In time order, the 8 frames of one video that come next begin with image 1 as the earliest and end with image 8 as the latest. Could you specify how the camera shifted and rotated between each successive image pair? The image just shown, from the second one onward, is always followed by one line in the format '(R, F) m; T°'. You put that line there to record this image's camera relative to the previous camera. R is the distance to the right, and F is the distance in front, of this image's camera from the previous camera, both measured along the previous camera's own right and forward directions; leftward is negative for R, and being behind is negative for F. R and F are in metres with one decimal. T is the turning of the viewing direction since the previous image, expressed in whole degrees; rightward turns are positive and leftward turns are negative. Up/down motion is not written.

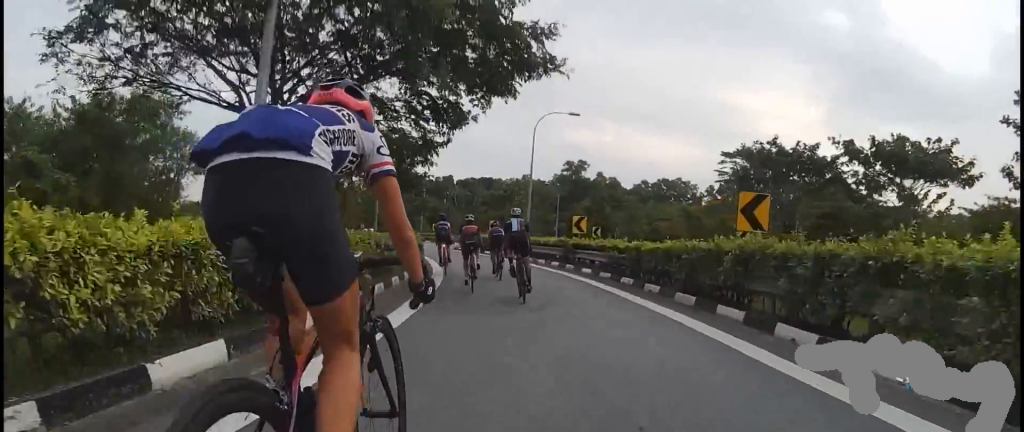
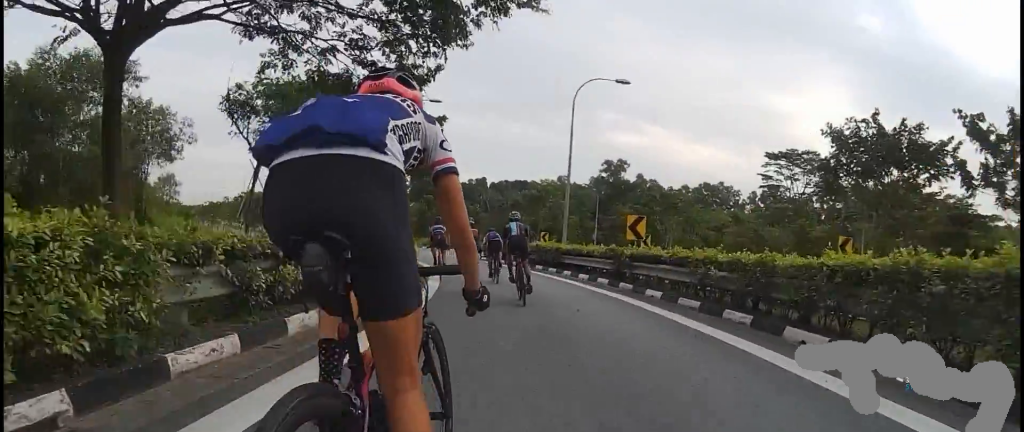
(-0.6, +5.9) m; -5°
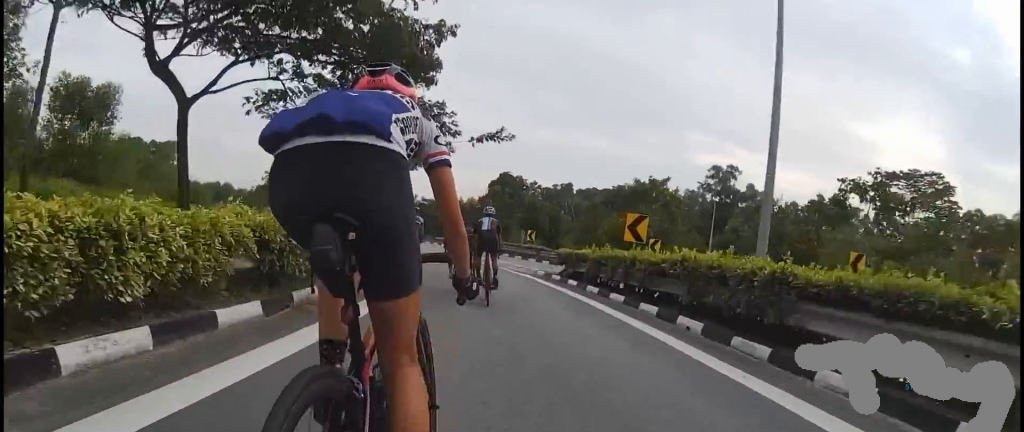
(-0.6, +14.9) m; -3°
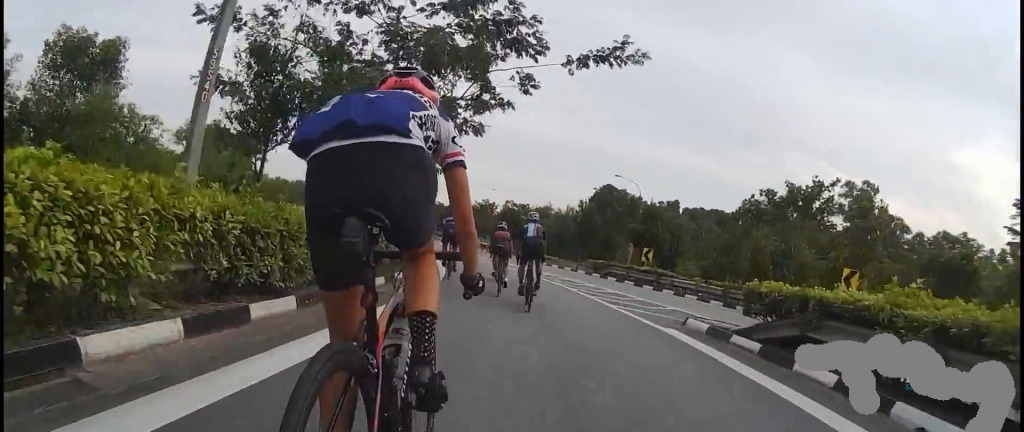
(-0.1, +10.4) m; -4°
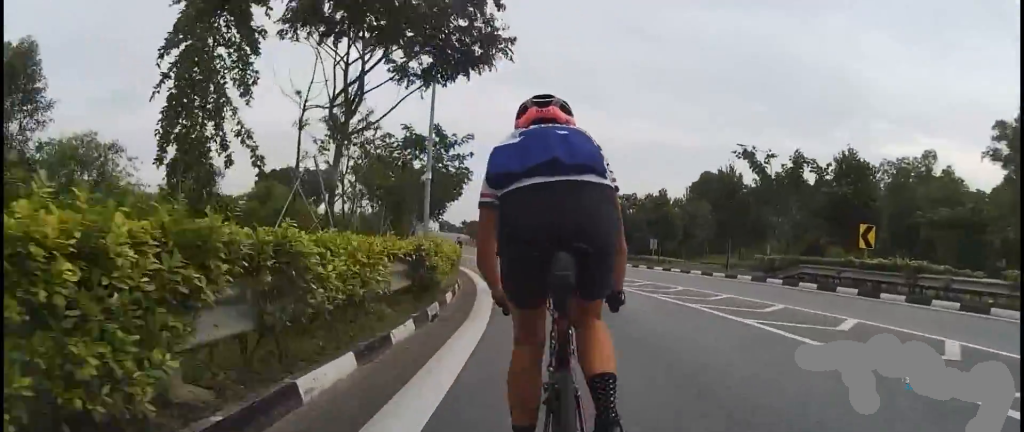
(-1.1, +13.1) m; -10°
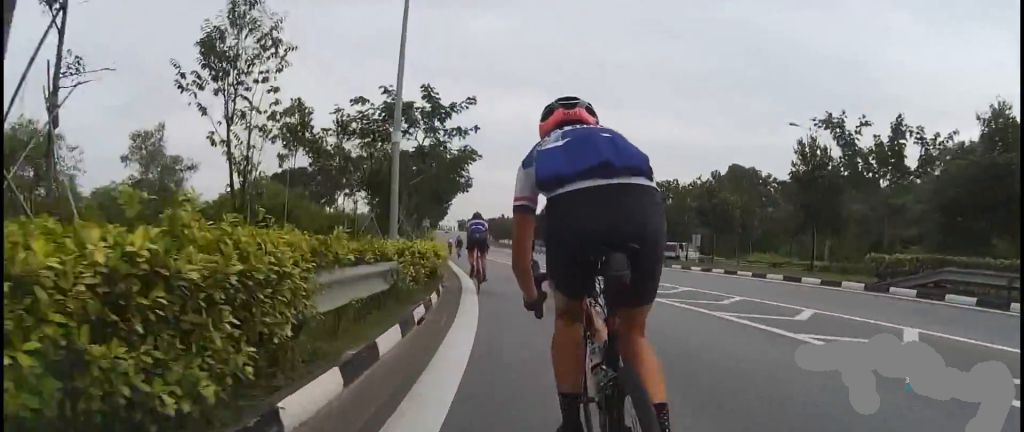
(-0.4, +6.5) m; -4°
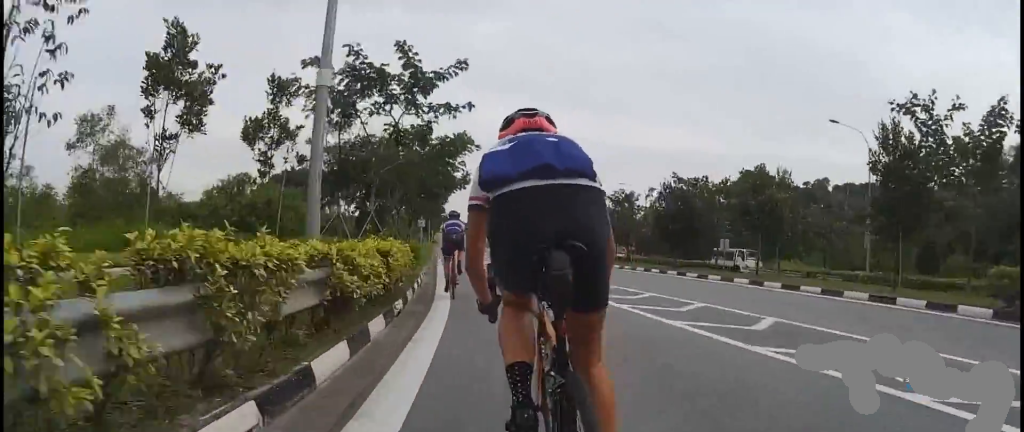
(-0.1, +4.8) m; 0°
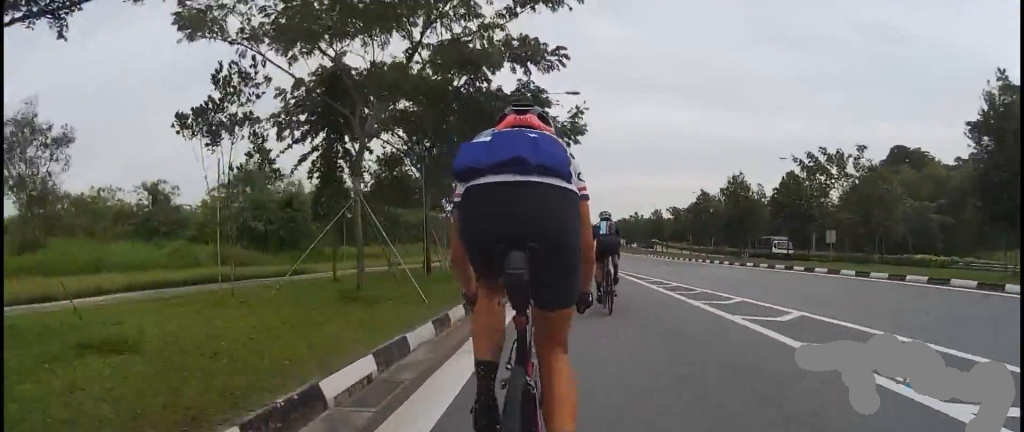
(-0.1, +16.4) m; 0°
